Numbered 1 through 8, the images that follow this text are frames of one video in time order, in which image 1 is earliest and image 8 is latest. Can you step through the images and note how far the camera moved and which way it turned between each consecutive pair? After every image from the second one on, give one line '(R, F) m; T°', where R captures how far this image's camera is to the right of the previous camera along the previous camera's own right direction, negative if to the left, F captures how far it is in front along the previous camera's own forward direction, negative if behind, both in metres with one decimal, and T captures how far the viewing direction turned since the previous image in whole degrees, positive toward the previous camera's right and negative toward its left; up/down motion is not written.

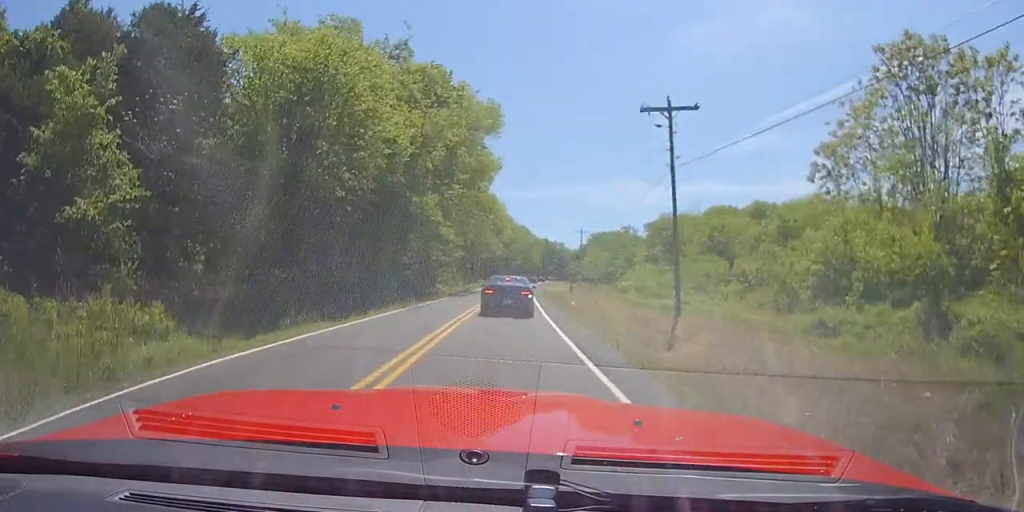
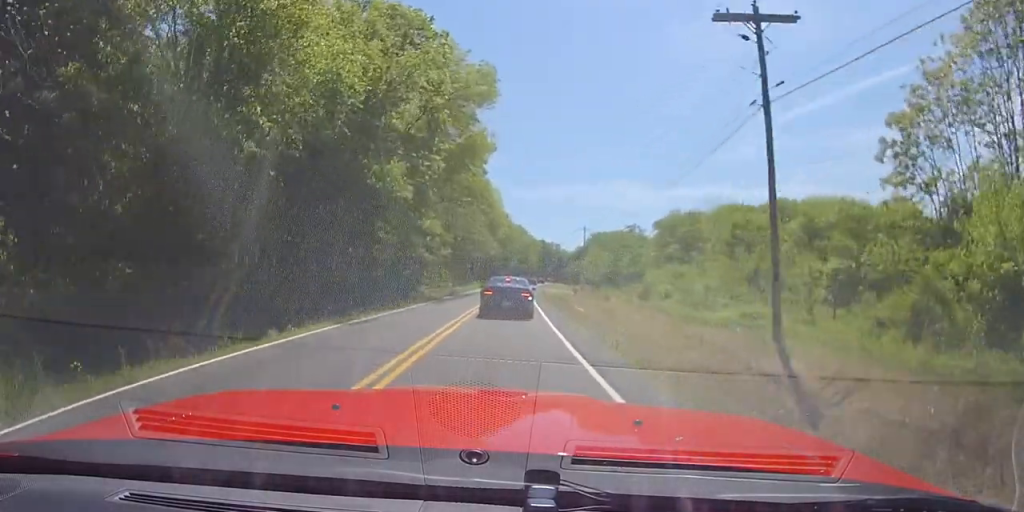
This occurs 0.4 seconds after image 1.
(+0.1, +8.8) m; +1°
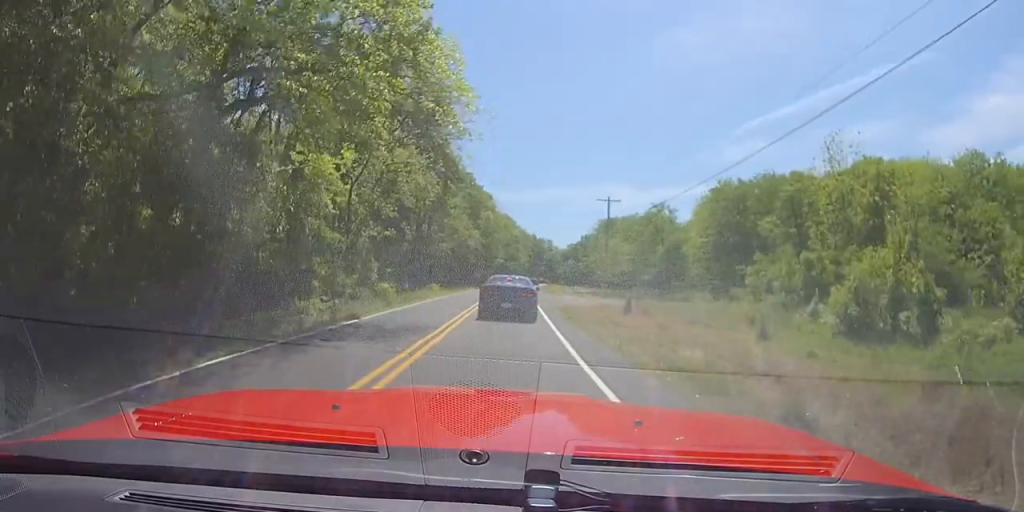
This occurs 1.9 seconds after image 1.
(+0.1, +28.0) m; 0°
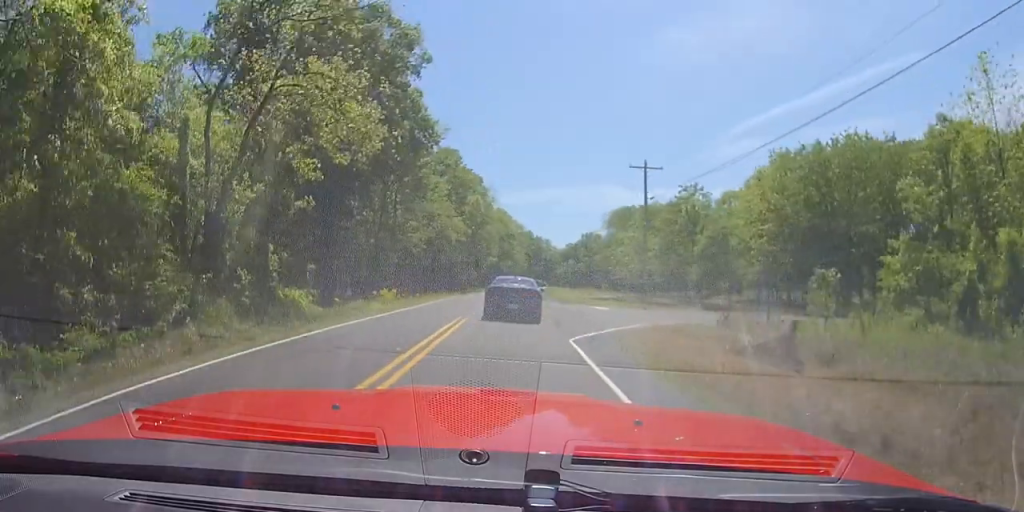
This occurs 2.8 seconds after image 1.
(0.0, +16.8) m; 0°
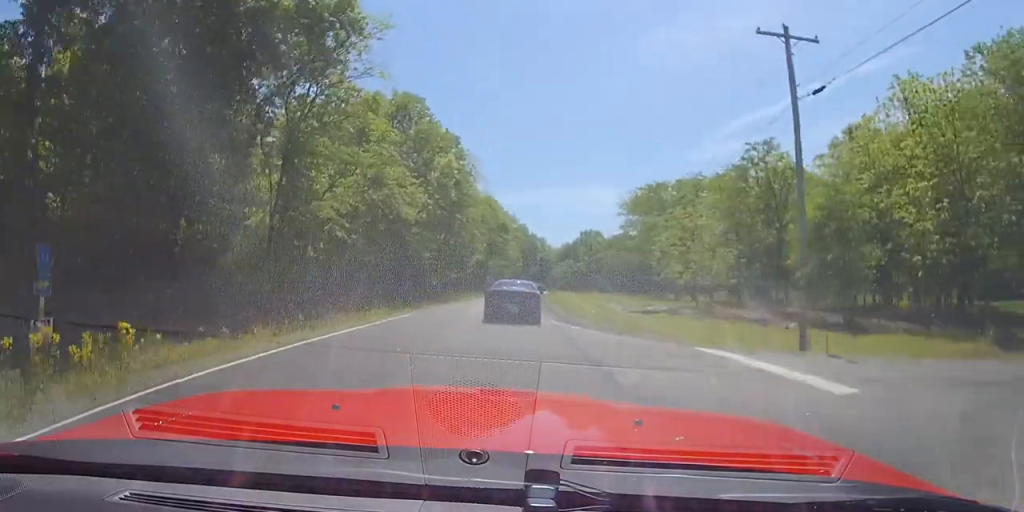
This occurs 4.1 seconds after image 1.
(0.0, +21.4) m; 0°
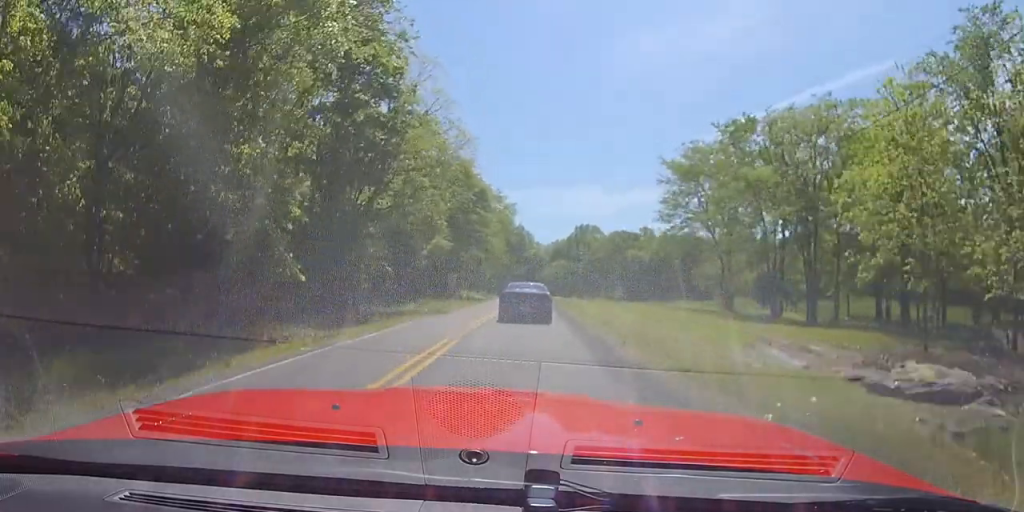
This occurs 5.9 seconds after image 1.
(+0.6, +26.4) m; +4°
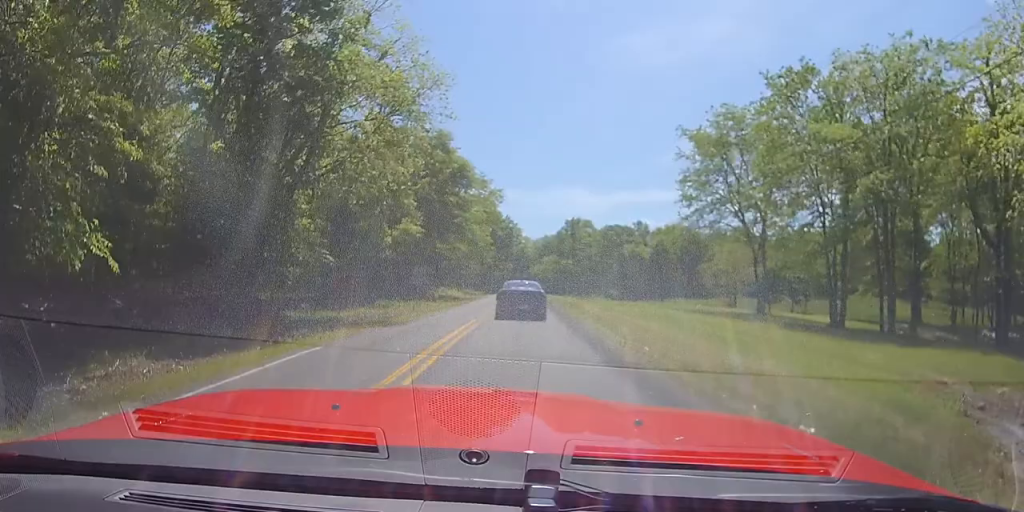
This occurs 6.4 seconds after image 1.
(+0.3, +9.1) m; +2°
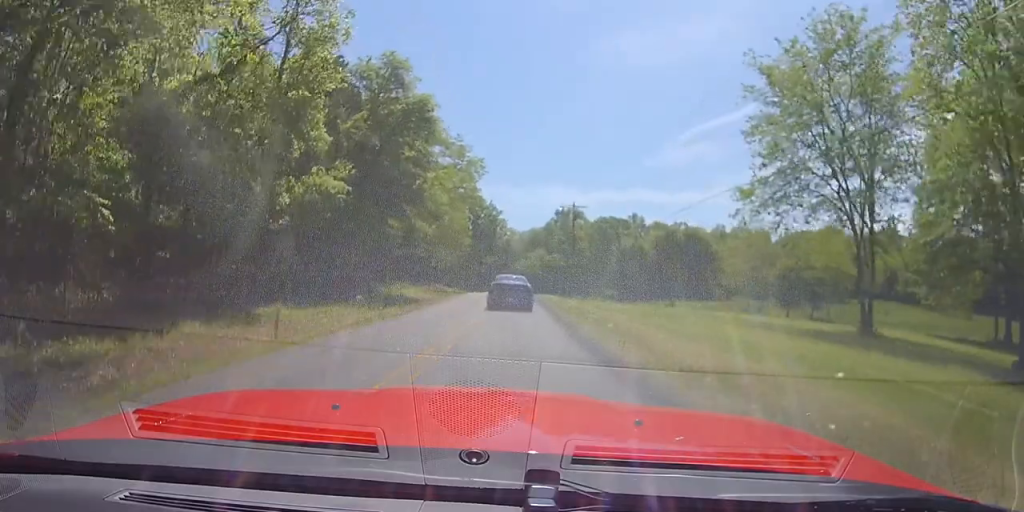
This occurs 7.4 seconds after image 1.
(0.0, +14.4) m; 0°
